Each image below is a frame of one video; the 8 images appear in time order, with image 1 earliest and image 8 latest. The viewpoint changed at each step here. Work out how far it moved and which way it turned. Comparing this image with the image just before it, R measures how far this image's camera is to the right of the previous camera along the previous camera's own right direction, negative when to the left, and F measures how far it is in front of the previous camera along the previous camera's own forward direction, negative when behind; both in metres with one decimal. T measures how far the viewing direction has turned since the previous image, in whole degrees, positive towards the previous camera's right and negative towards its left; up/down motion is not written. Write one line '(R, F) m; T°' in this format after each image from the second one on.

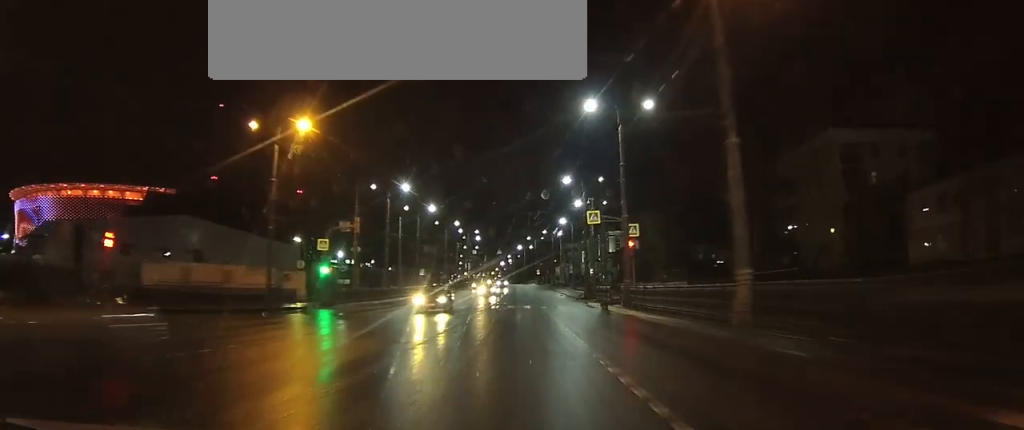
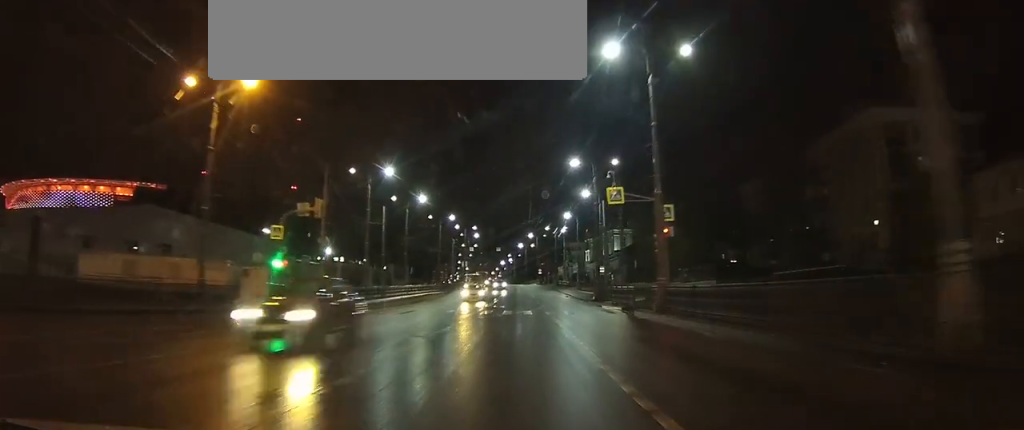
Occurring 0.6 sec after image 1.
(0.0, +8.5) m; 0°
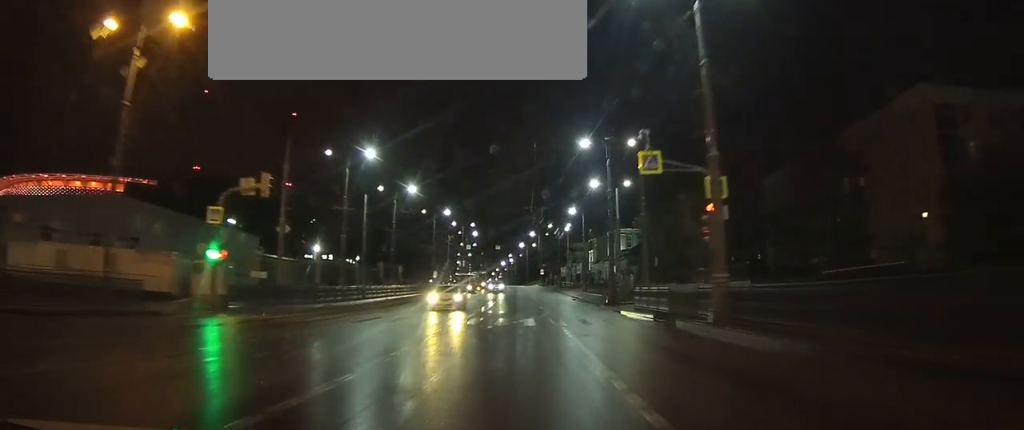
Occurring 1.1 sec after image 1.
(0.0, +7.5) m; 0°
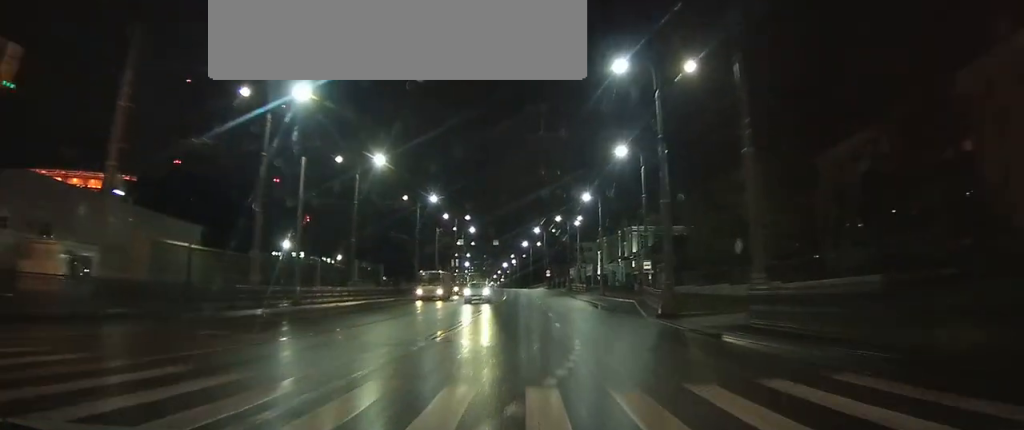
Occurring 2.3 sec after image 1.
(-0.1, +15.4) m; -1°
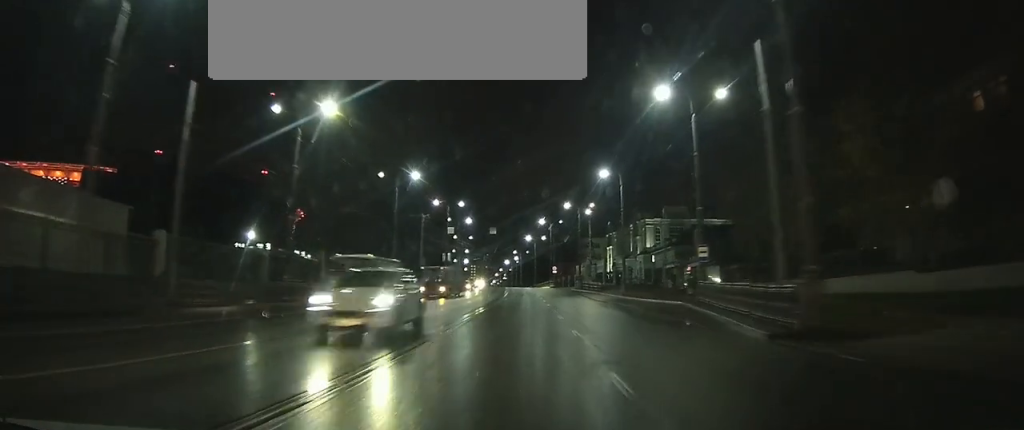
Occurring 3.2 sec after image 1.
(-0.1, +12.6) m; 0°
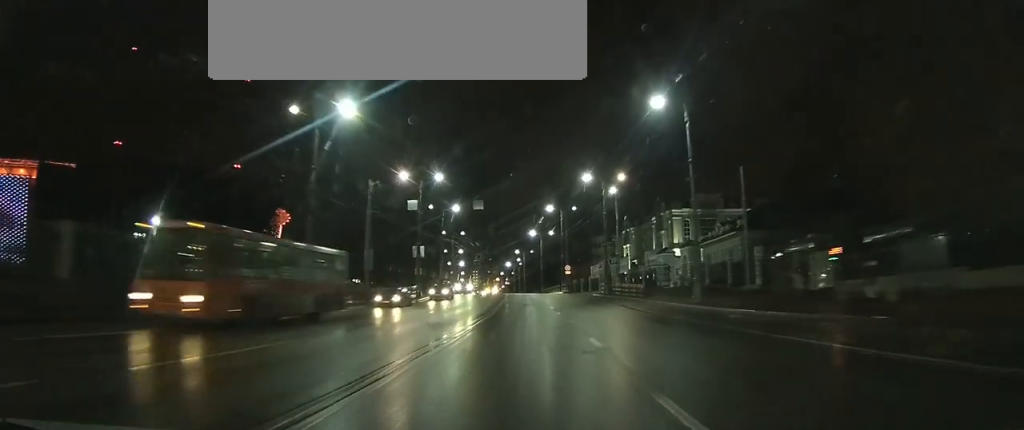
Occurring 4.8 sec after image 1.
(0.0, +20.9) m; 0°
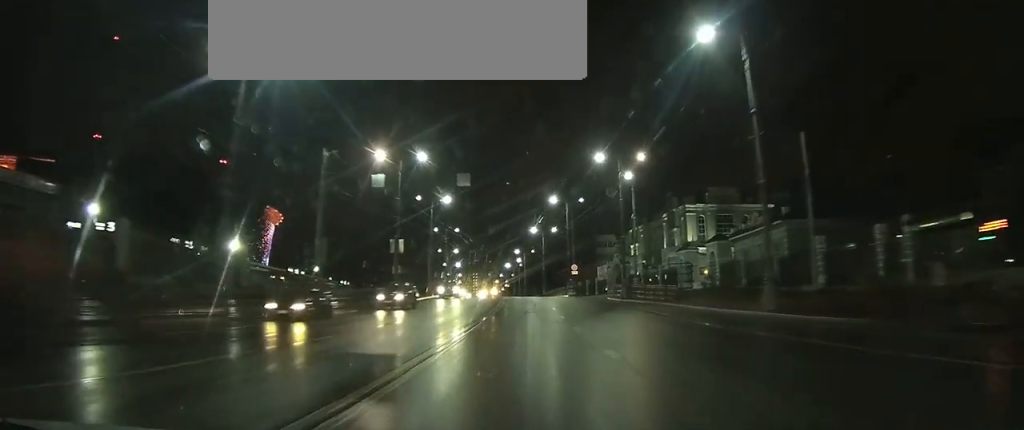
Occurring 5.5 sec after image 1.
(0.0, +9.2) m; 0°
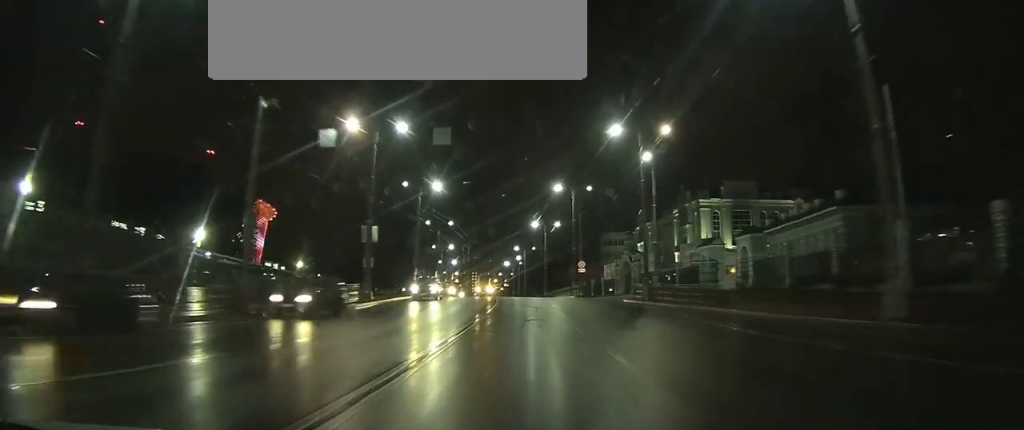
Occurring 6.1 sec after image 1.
(0.0, +8.0) m; 0°
